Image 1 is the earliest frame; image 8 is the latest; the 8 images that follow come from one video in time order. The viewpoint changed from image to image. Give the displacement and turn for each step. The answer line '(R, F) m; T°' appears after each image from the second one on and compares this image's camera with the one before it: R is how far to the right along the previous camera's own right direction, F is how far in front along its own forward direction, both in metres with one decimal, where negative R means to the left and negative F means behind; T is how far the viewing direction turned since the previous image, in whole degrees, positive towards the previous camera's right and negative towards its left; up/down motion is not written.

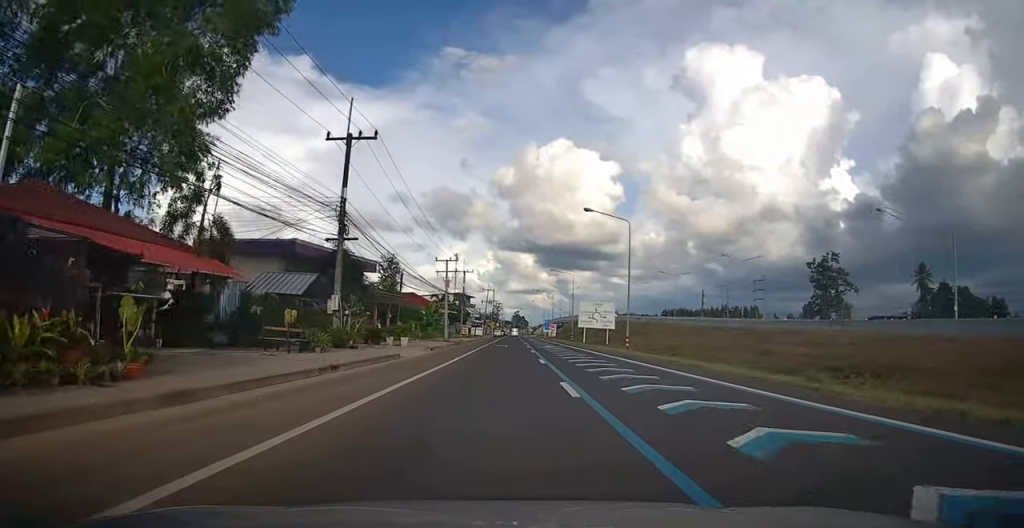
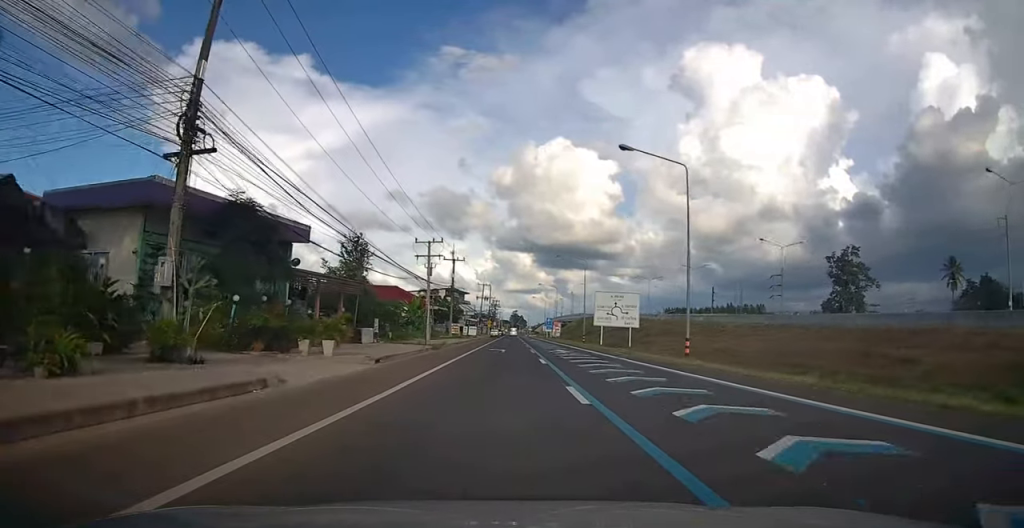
(+0.1, +13.0) m; +1°
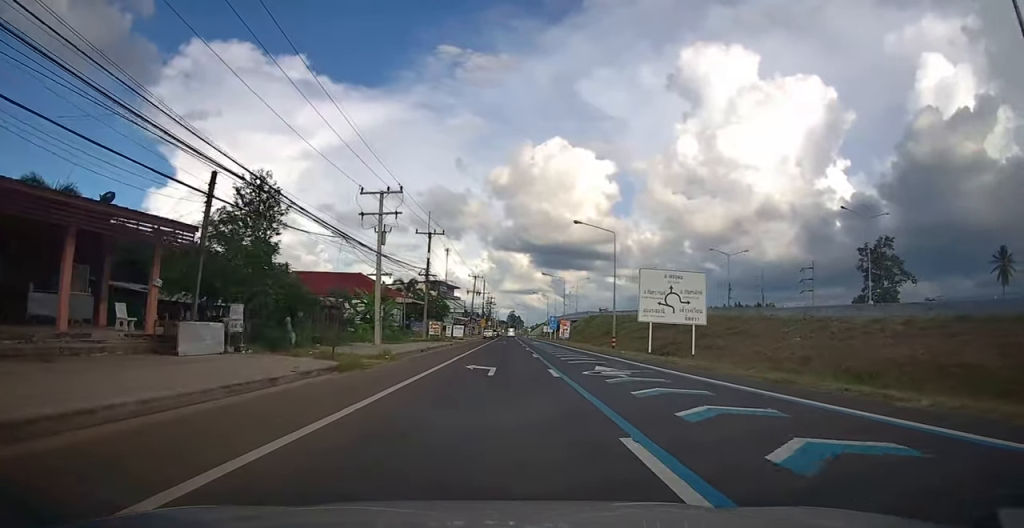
(+0.1, +17.2) m; 0°
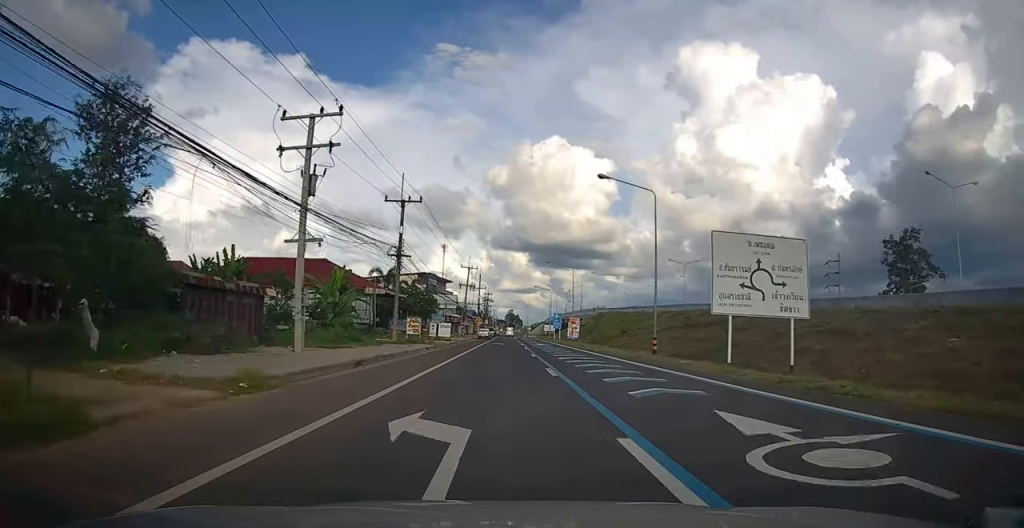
(+0.1, +11.6) m; 0°
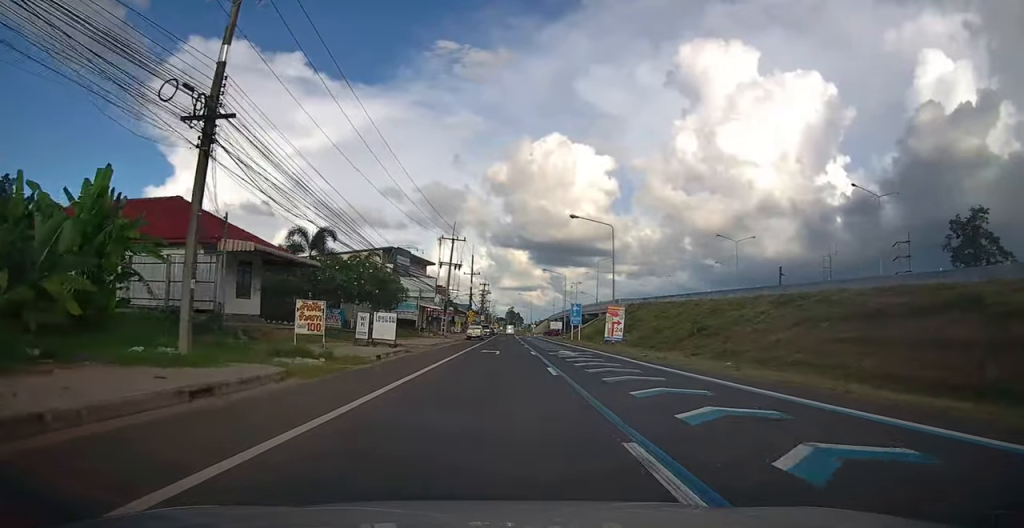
(-0.4, +24.7) m; -1°
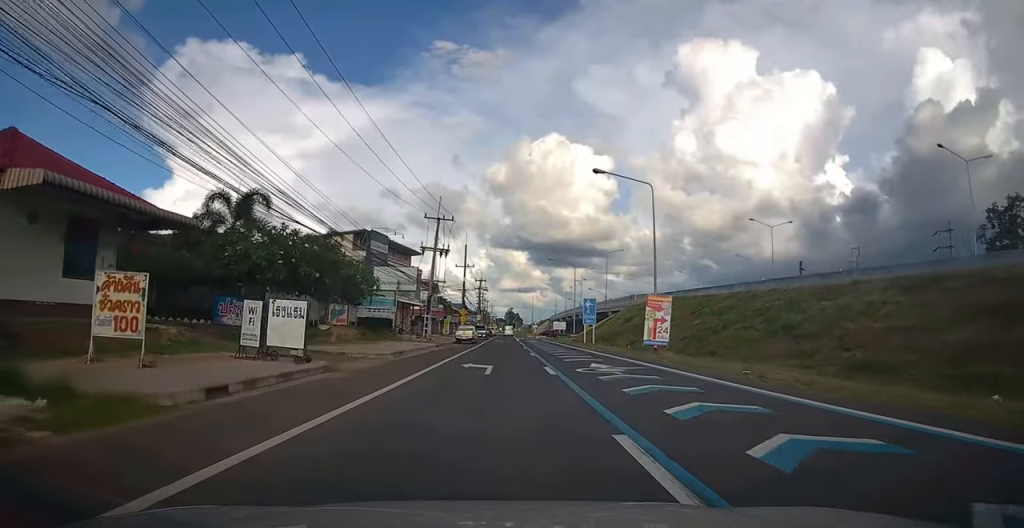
(0.0, +12.3) m; 0°
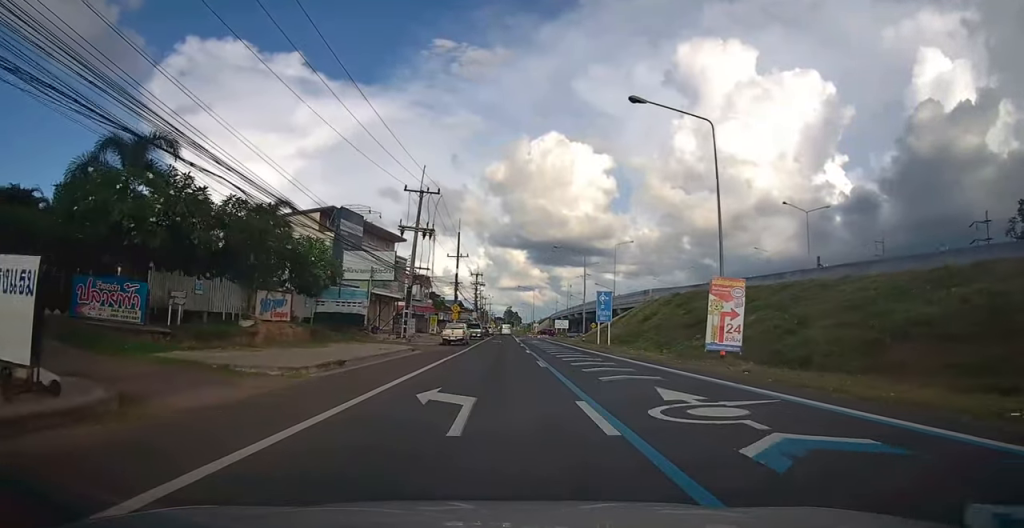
(+0.1, +10.1) m; 0°
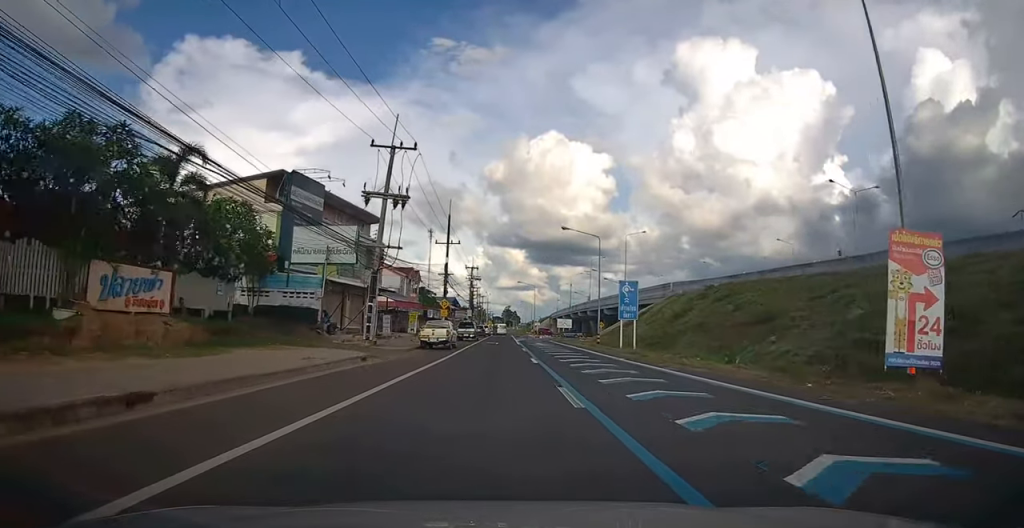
(0.0, +11.3) m; 0°
